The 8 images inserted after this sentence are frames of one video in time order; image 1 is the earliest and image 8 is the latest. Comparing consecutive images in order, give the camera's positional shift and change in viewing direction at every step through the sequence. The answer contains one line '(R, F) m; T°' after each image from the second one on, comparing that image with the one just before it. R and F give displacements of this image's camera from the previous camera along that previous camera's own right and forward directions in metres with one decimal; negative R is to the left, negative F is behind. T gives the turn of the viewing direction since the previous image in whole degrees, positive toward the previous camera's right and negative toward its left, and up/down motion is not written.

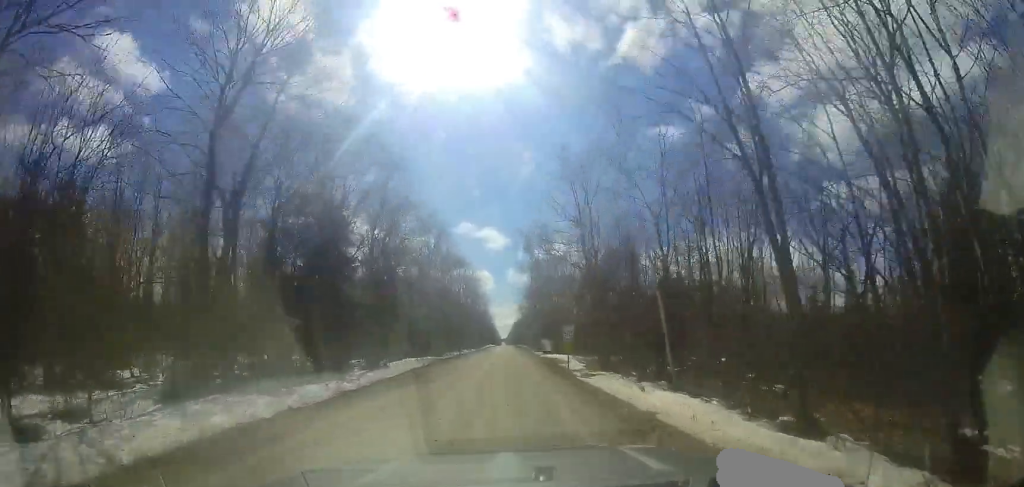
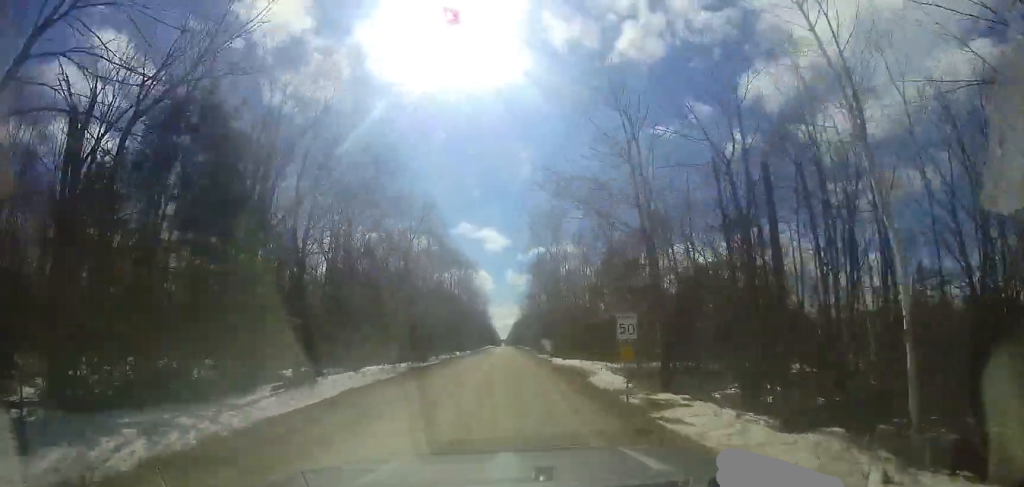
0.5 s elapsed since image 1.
(+0.1, +9.9) m; 0°
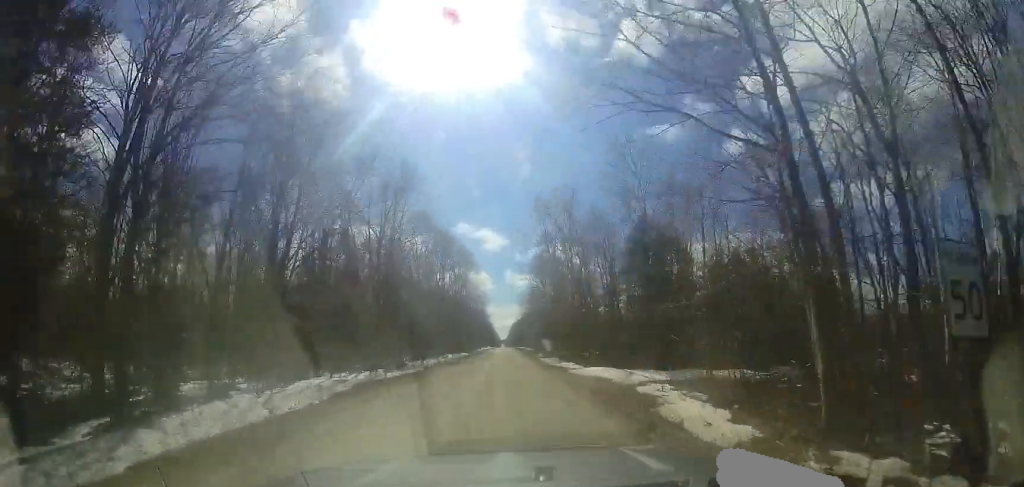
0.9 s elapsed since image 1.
(+0.1, +8.6) m; 0°
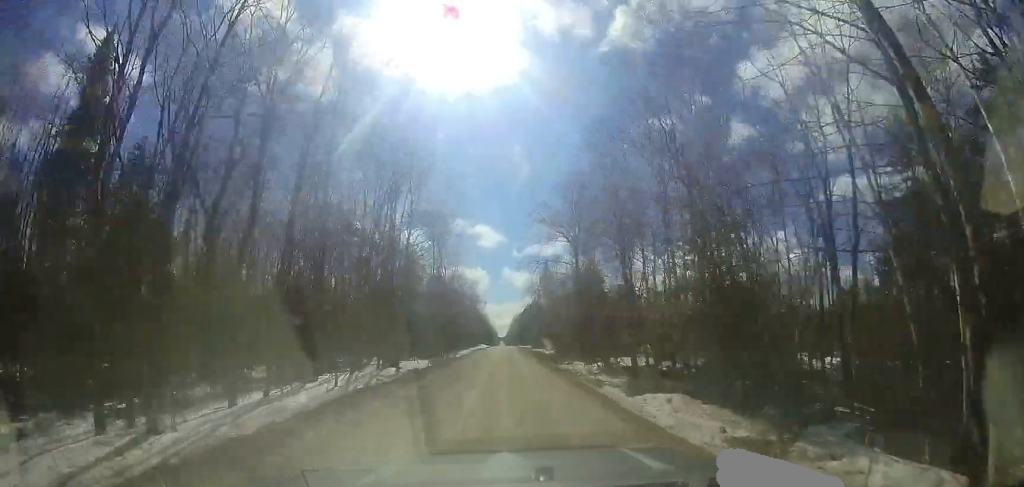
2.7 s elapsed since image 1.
(-0.5, +34.8) m; -1°
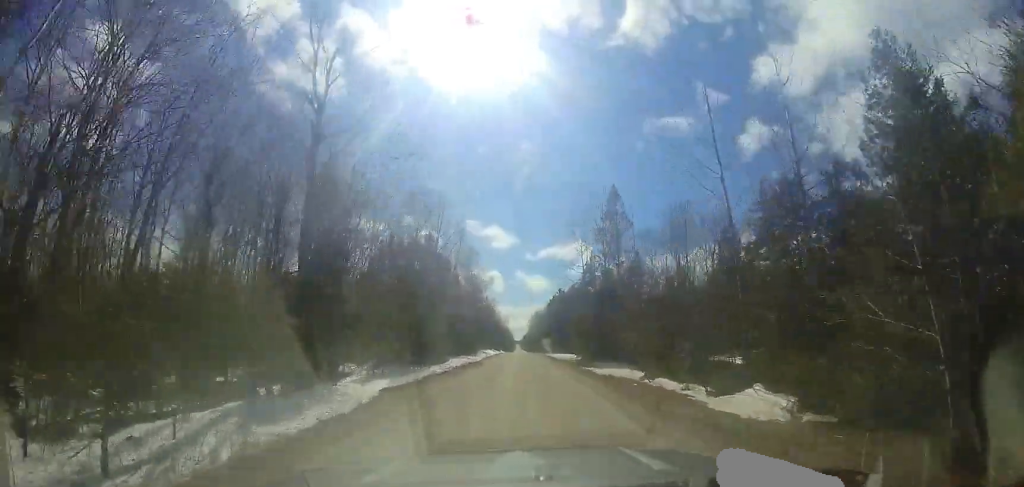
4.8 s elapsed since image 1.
(-0.5, +43.4) m; -2°
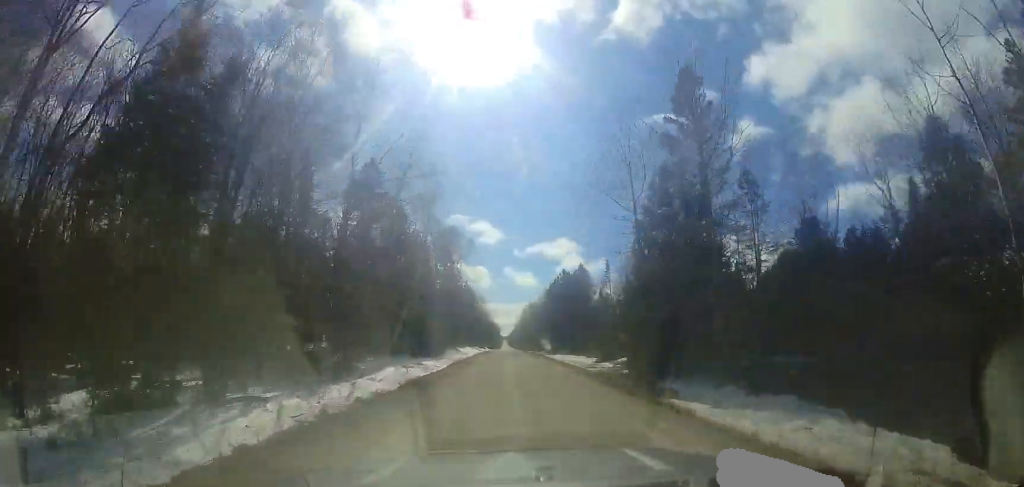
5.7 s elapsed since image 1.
(0.0, +19.2) m; +1°
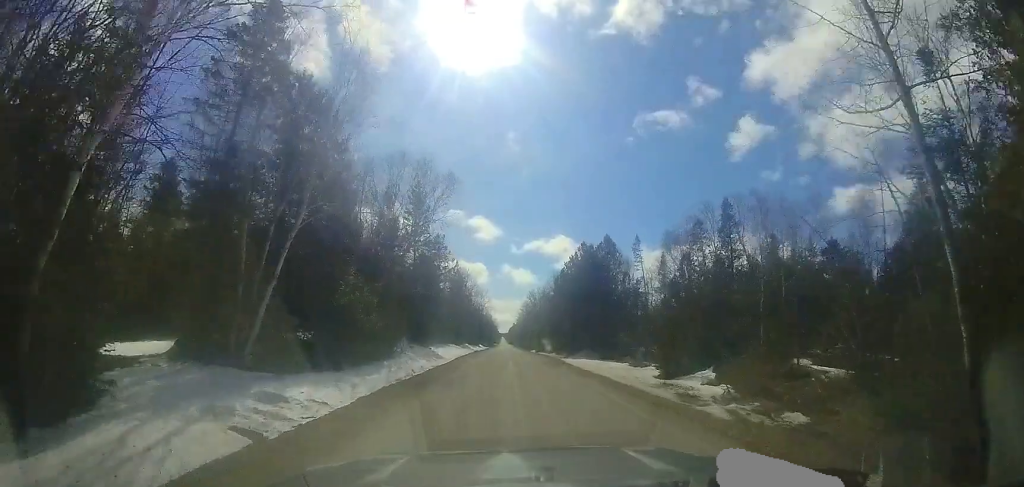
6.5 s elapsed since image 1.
(+0.4, +16.3) m; +1°
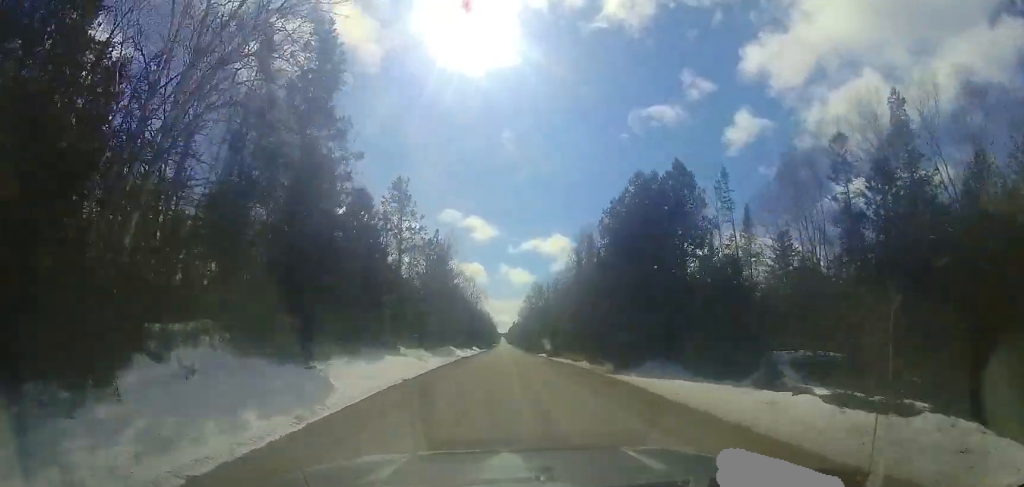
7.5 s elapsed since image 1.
(+0.1, +19.6) m; 0°
